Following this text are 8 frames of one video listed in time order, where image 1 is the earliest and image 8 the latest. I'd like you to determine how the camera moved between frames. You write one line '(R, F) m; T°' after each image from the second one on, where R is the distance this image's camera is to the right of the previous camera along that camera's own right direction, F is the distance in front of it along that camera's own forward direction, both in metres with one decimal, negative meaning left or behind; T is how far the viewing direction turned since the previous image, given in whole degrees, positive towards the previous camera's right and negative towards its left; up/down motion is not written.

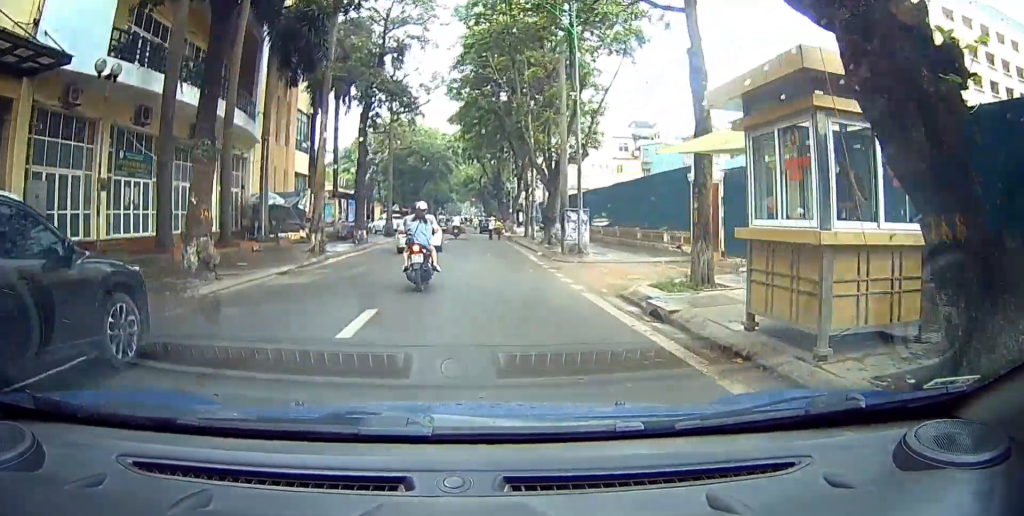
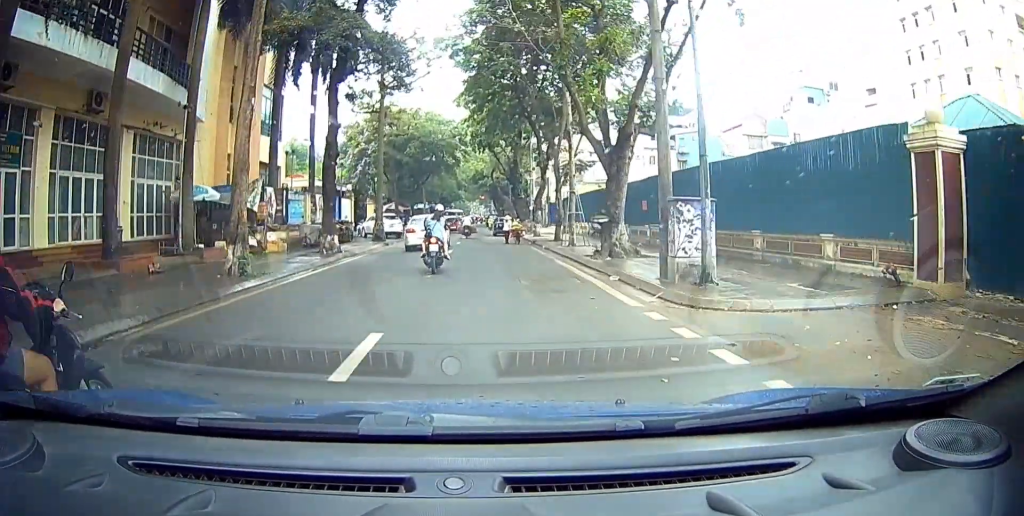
(0.0, +10.8) m; 0°
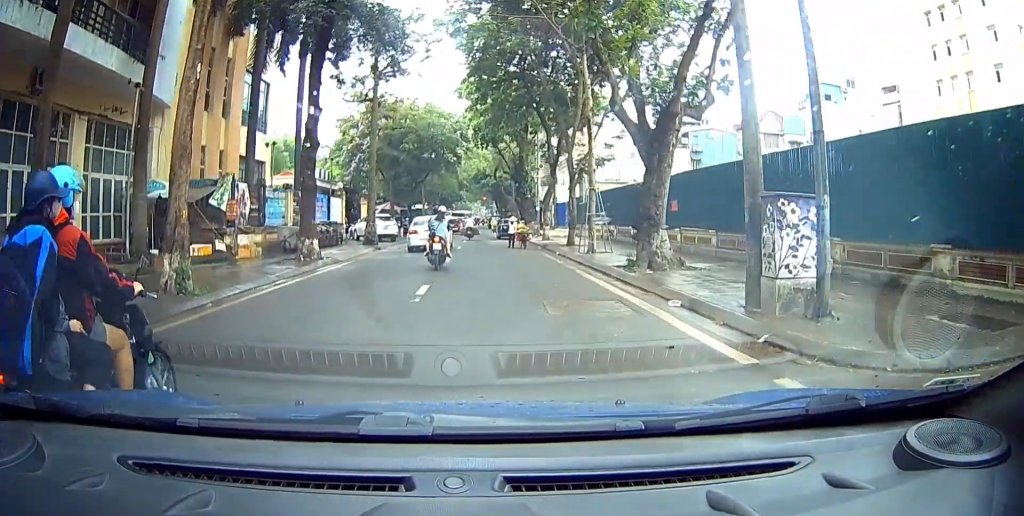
(0.0, +3.6) m; 0°
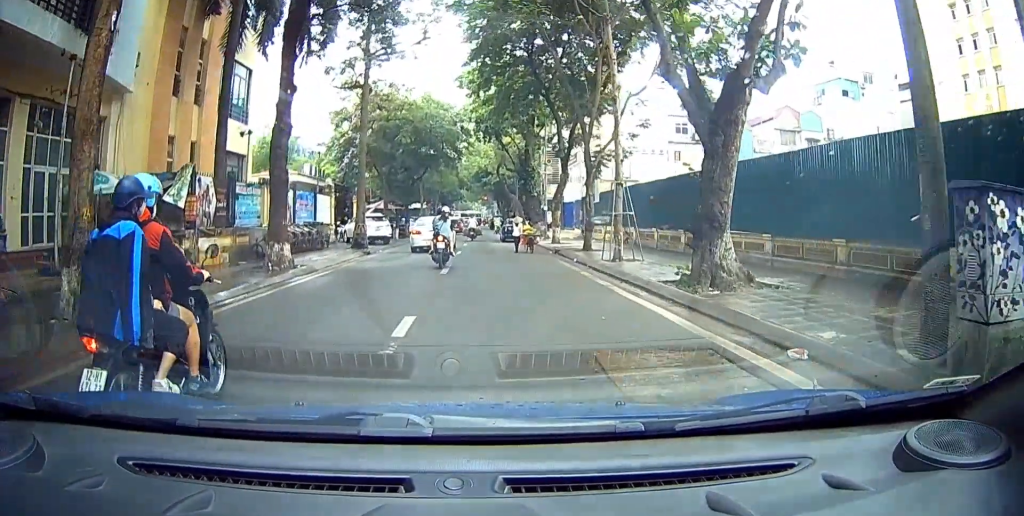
(0.0, +3.9) m; 0°
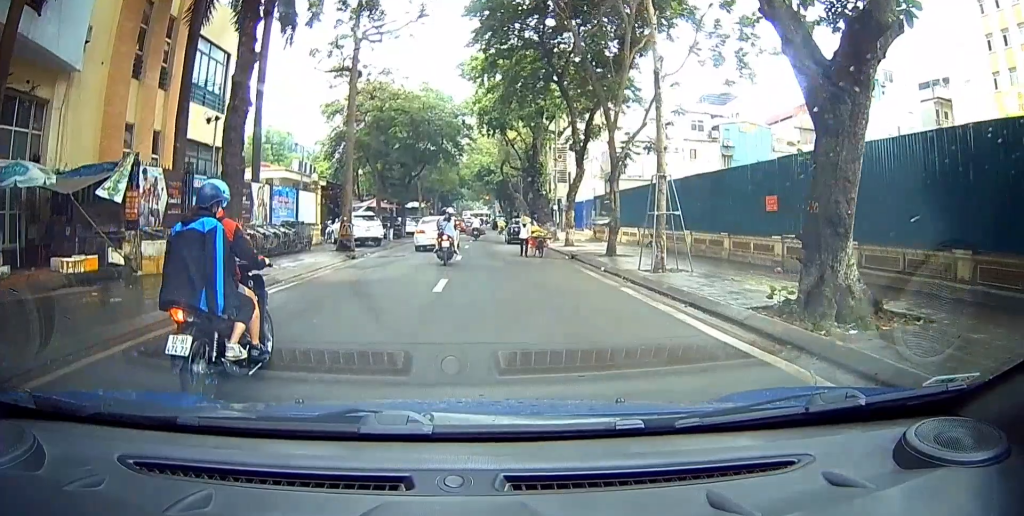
(0.0, +4.5) m; 0°
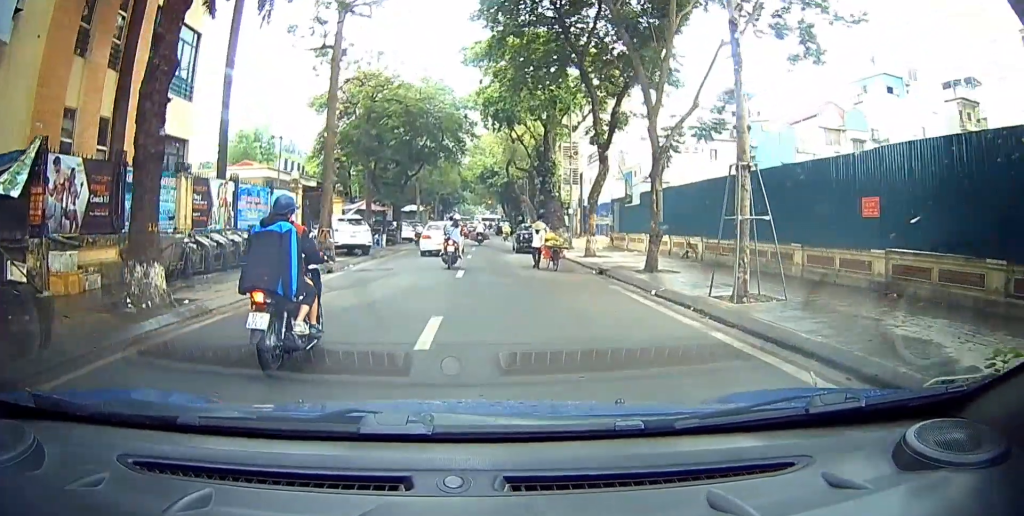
(0.0, +4.7) m; 0°
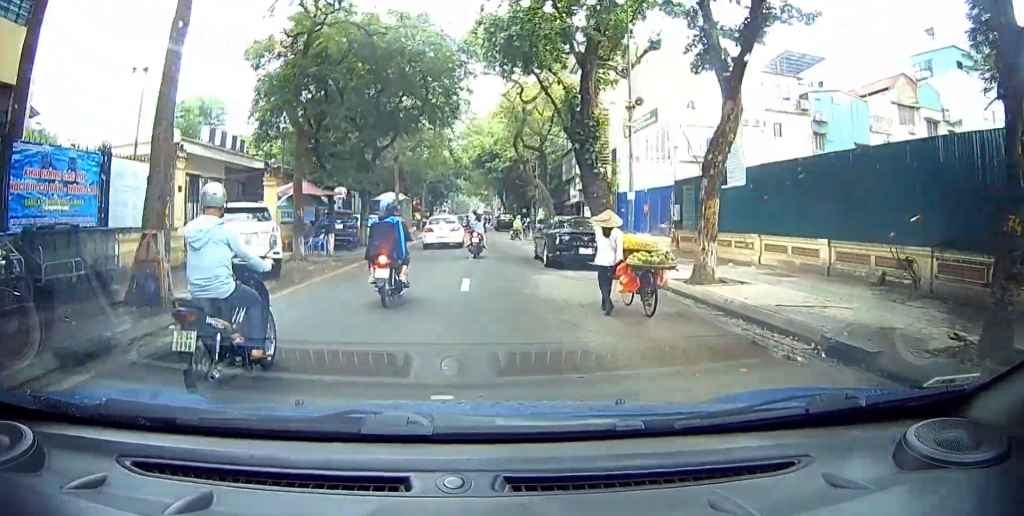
(0.0, +14.6) m; -6°
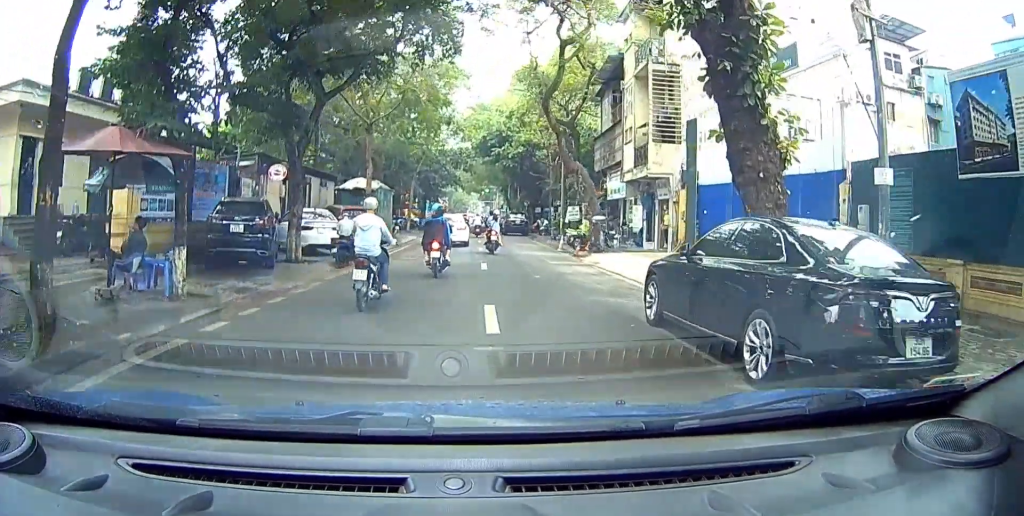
(-4.2, +15.2) m; -23°
